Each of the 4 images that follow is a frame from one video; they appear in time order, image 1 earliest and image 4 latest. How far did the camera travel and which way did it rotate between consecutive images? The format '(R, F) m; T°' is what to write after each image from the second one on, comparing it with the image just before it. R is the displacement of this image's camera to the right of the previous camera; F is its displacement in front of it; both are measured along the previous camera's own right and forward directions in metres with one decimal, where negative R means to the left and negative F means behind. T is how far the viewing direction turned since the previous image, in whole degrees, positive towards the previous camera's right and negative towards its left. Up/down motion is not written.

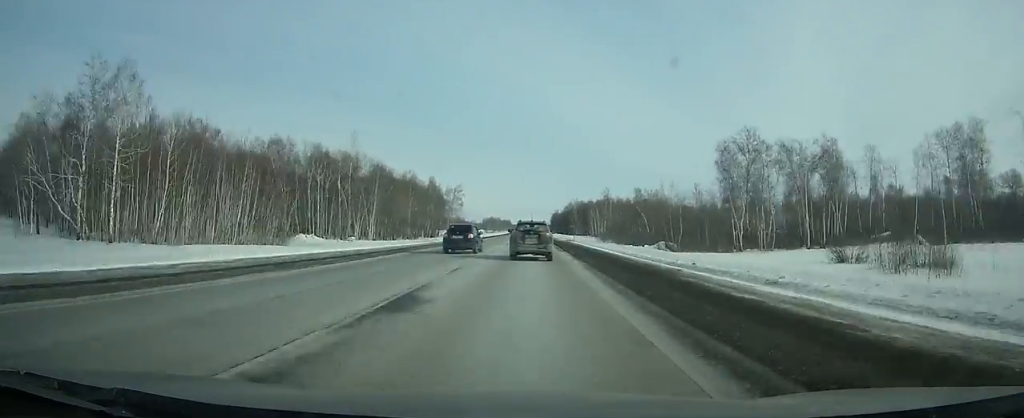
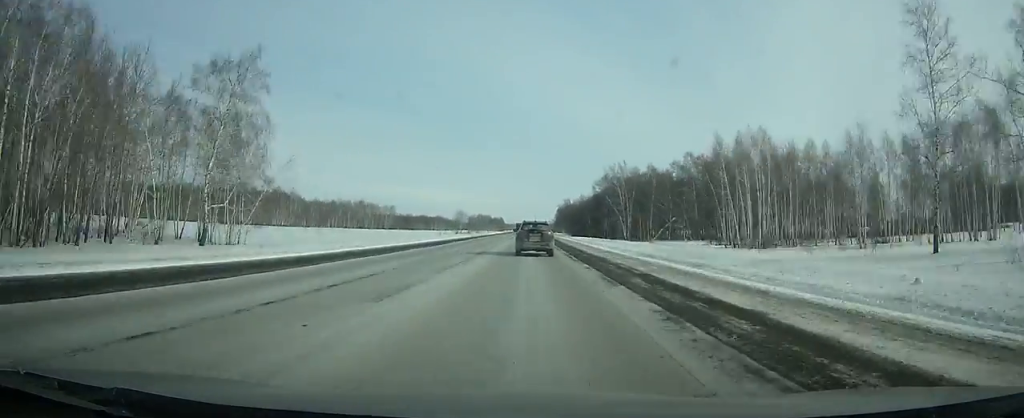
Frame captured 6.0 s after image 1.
(-0.7, +165.7) m; 0°
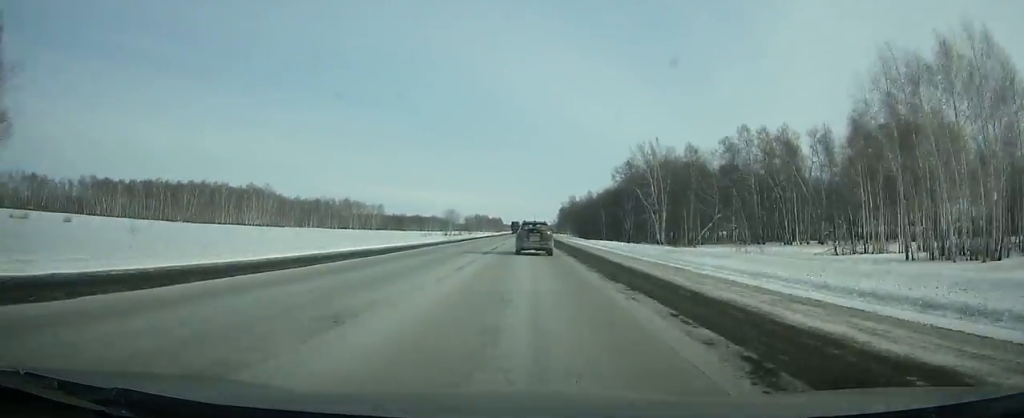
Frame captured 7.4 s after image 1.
(0.0, +38.7) m; 0°
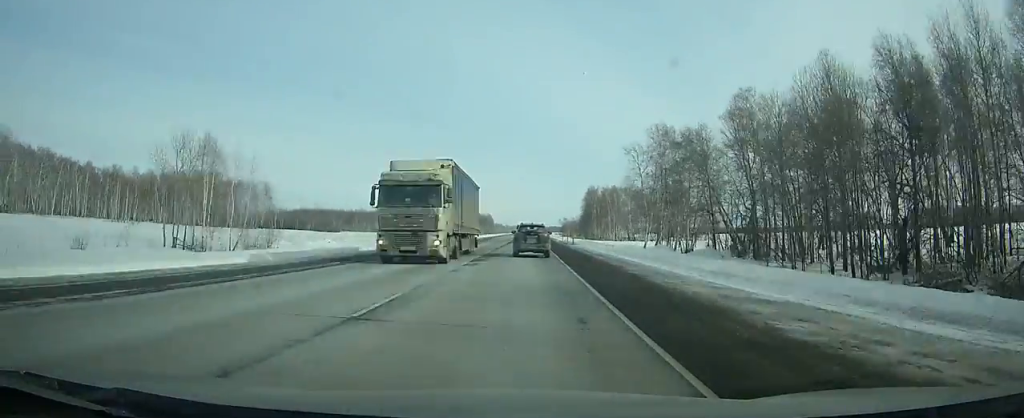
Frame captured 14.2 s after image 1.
(+0.7, +188.4) m; 0°
